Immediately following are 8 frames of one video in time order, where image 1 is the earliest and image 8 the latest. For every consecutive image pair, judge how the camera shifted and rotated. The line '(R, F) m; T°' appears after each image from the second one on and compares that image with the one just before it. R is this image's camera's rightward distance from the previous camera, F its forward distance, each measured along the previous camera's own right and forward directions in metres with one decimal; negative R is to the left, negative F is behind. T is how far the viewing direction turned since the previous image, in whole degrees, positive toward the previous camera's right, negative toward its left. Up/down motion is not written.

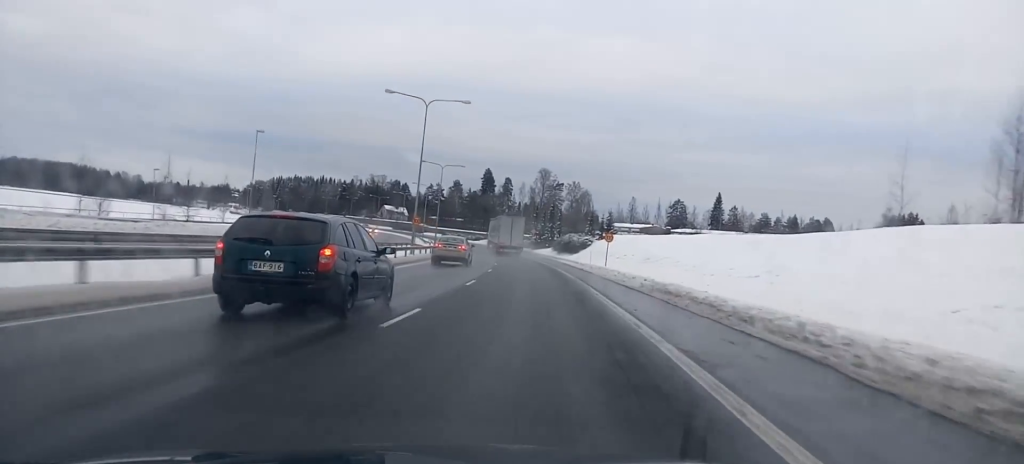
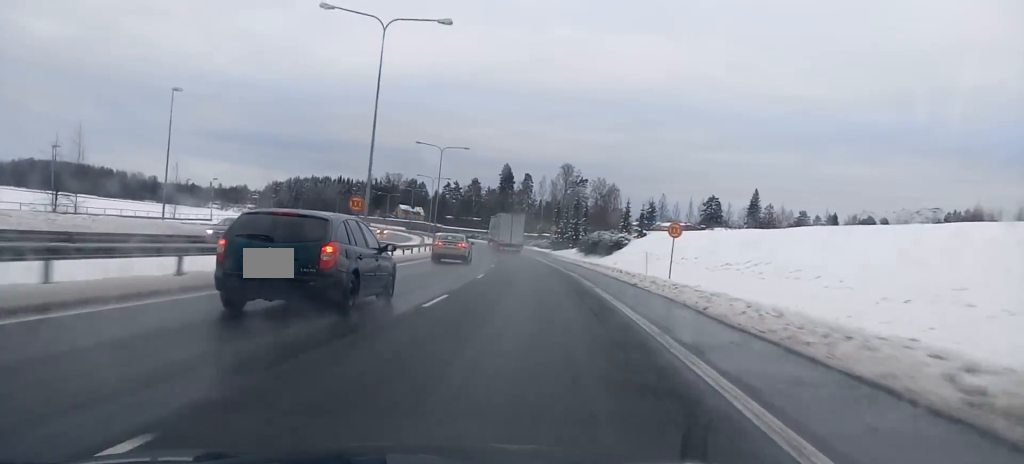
(-0.3, +20.9) m; -1°
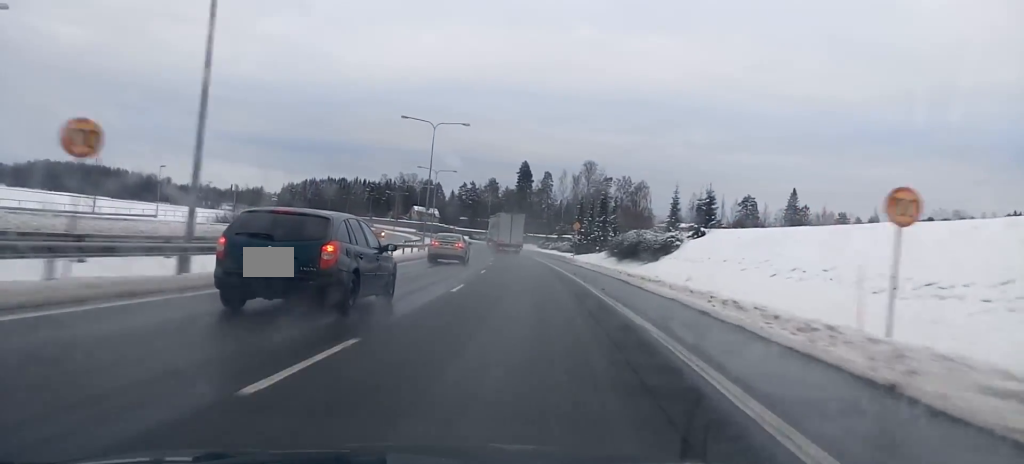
(+0.1, +20.0) m; -1°
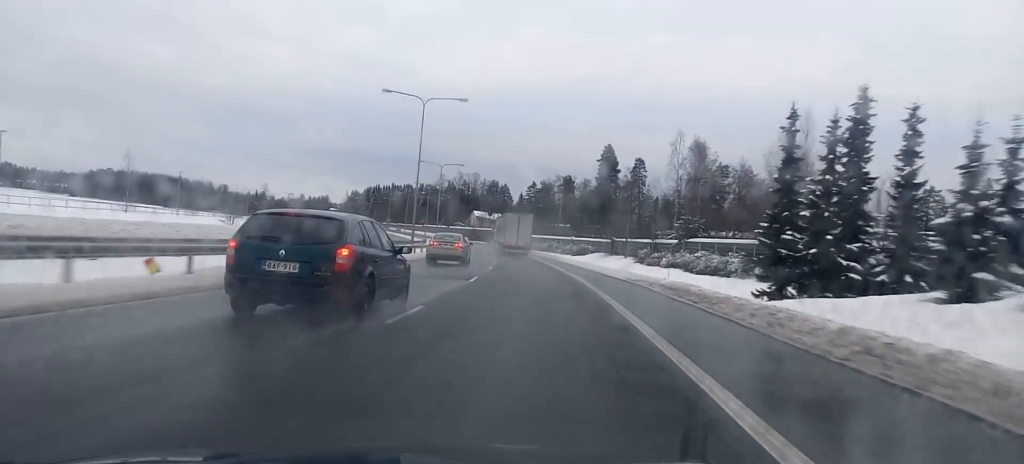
(-4.0, +67.9) m; -7°
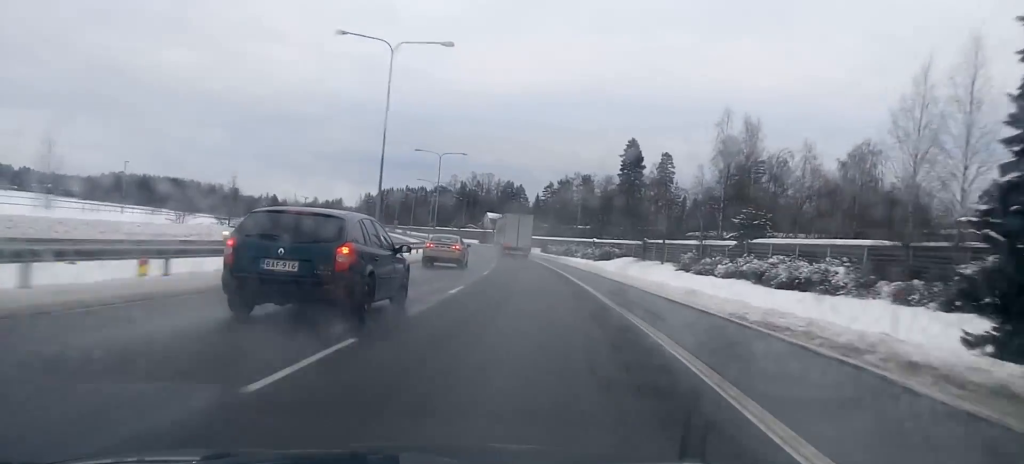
(-0.3, +17.0) m; -1°
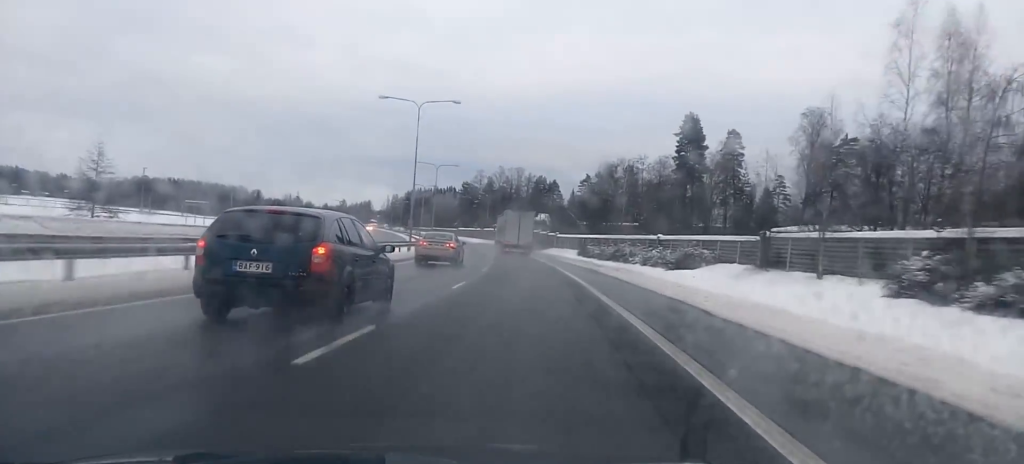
(-0.4, +35.0) m; -2°
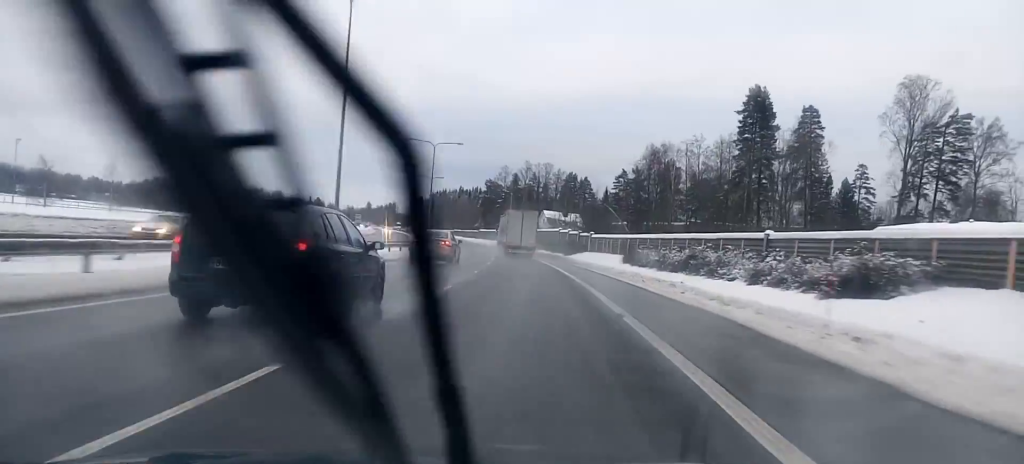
(-0.6, +27.4) m; -2°
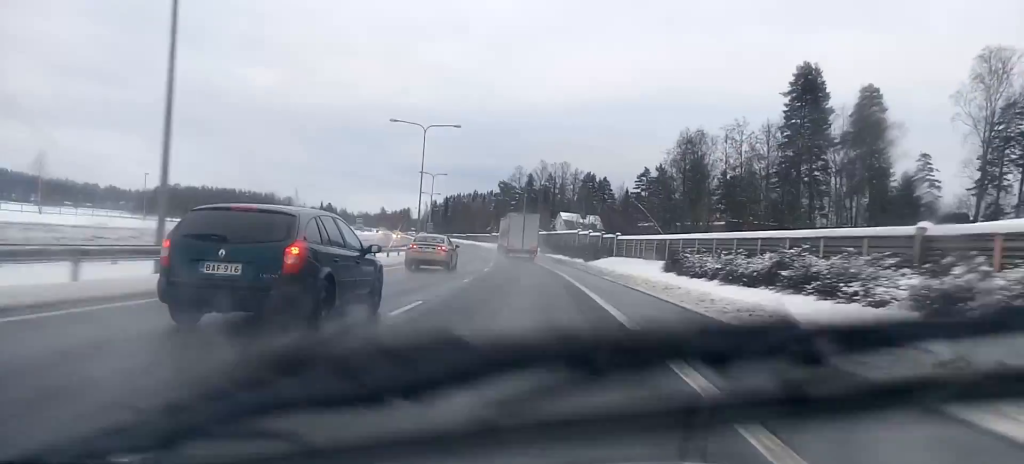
(-0.2, +16.2) m; -1°
